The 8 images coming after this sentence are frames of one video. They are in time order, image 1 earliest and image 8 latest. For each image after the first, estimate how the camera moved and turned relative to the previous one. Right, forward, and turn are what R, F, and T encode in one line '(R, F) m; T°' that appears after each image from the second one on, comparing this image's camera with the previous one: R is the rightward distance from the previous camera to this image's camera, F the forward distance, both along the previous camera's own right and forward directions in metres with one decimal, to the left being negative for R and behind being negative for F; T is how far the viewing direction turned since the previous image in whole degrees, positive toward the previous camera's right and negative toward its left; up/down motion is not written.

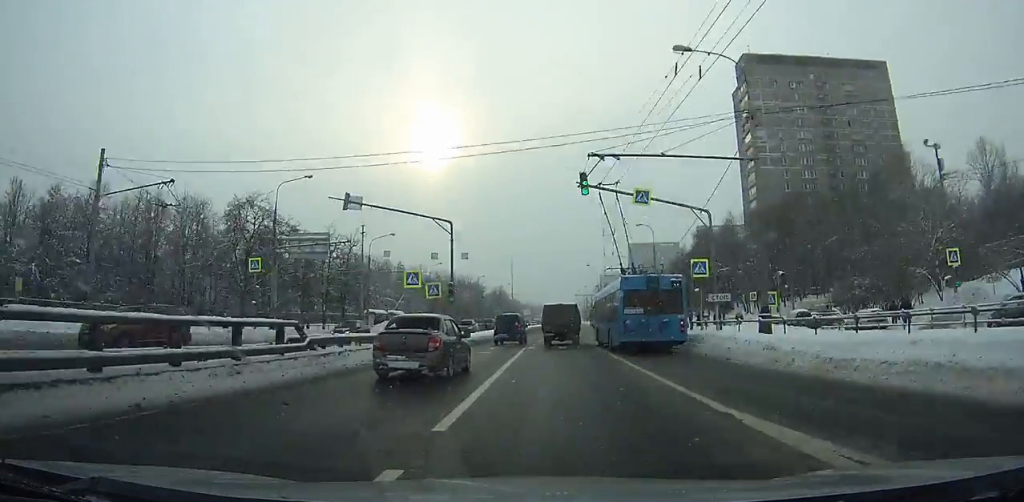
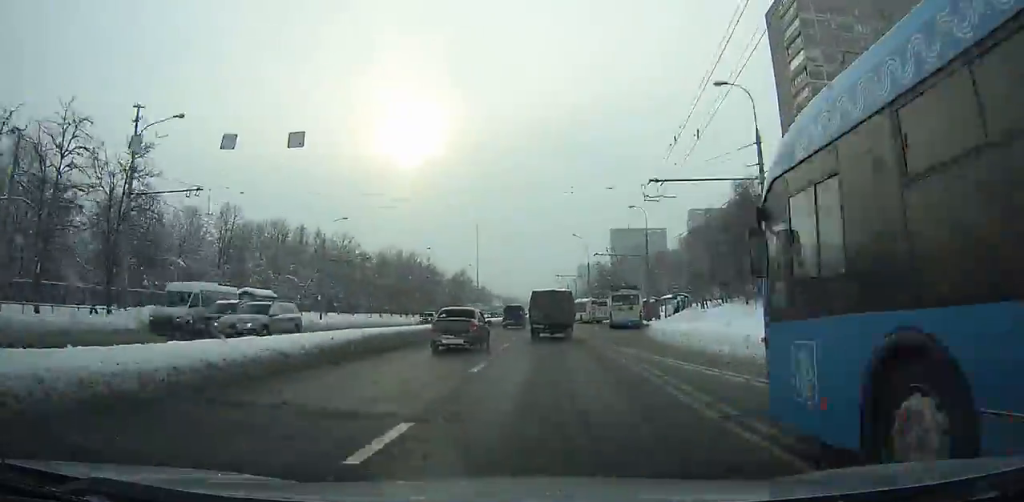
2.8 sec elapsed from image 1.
(+0.7, +35.2) m; +1°
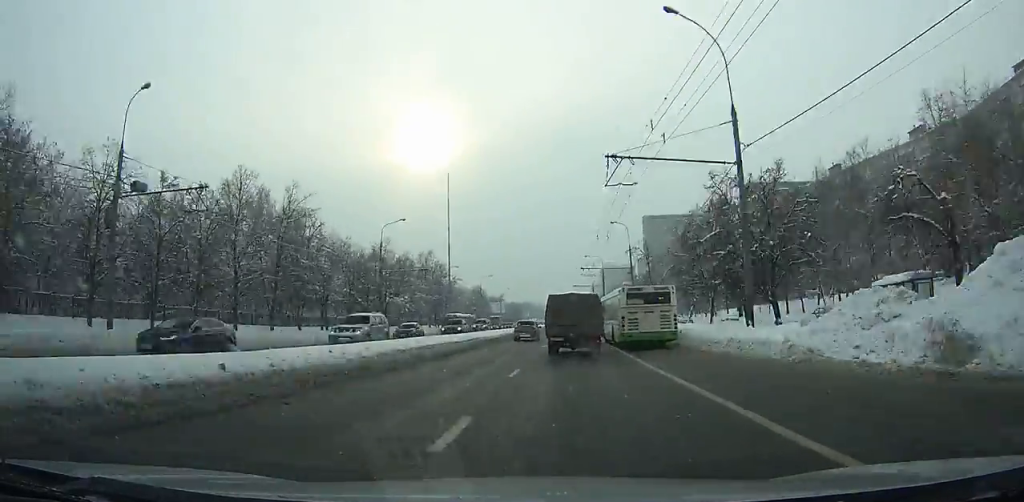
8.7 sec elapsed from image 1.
(-0.1, +75.4) m; -1°
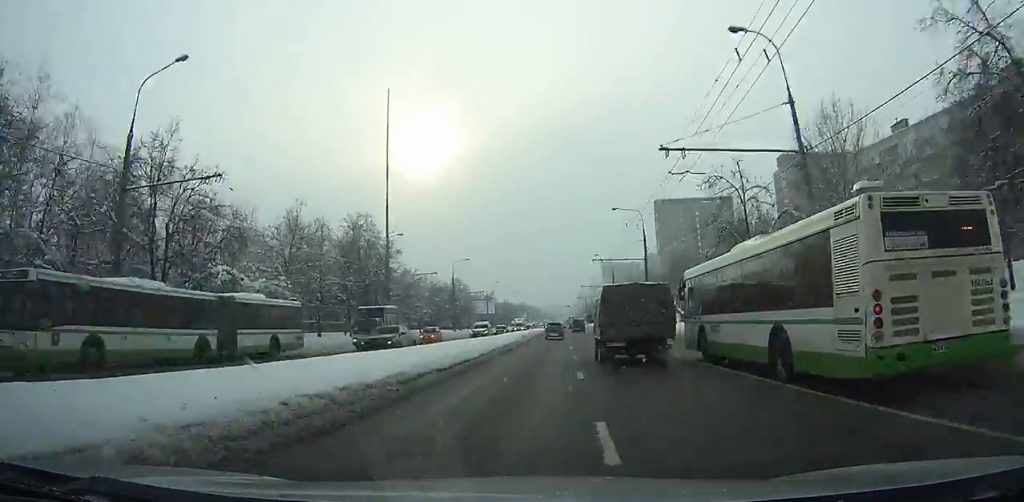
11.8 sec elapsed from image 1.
(-0.6, +43.5) m; 0°
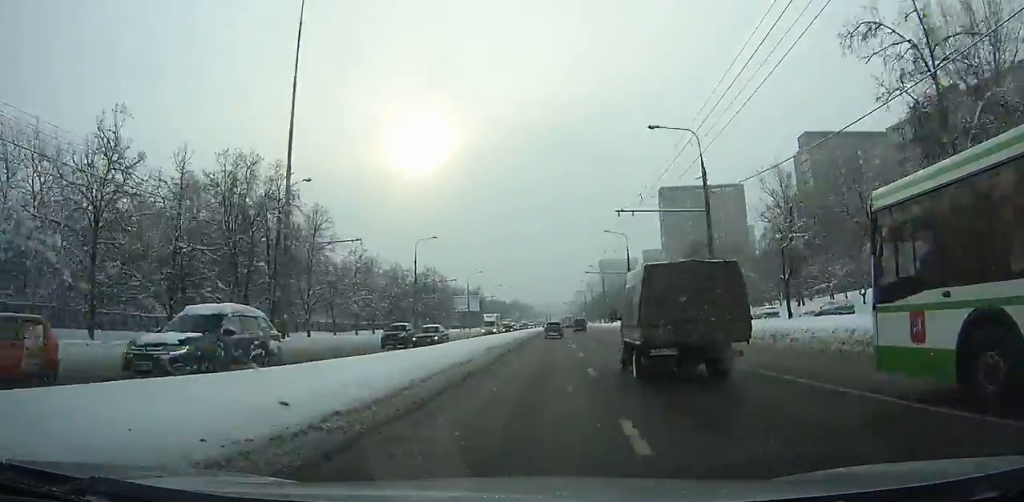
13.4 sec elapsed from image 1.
(+0.1, +24.4) m; +1°
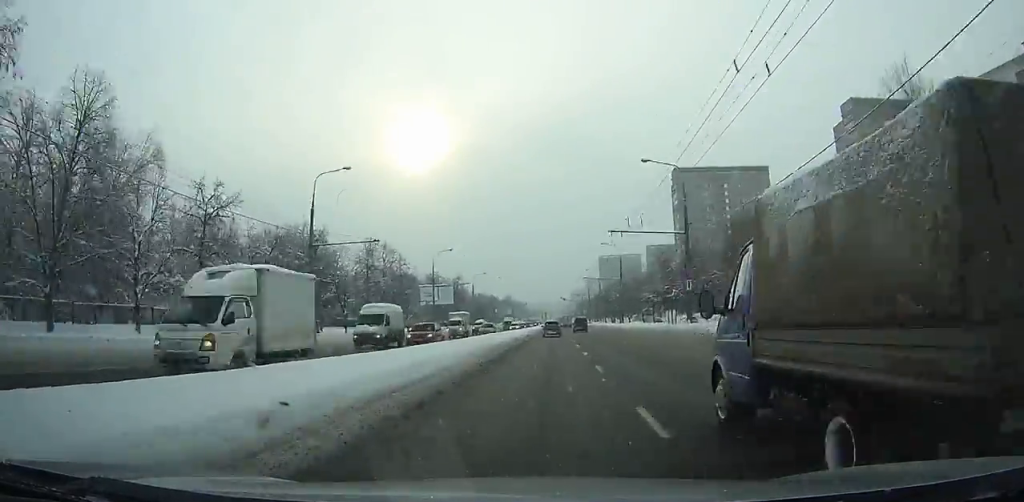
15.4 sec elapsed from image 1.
(+0.1, +31.0) m; +1°
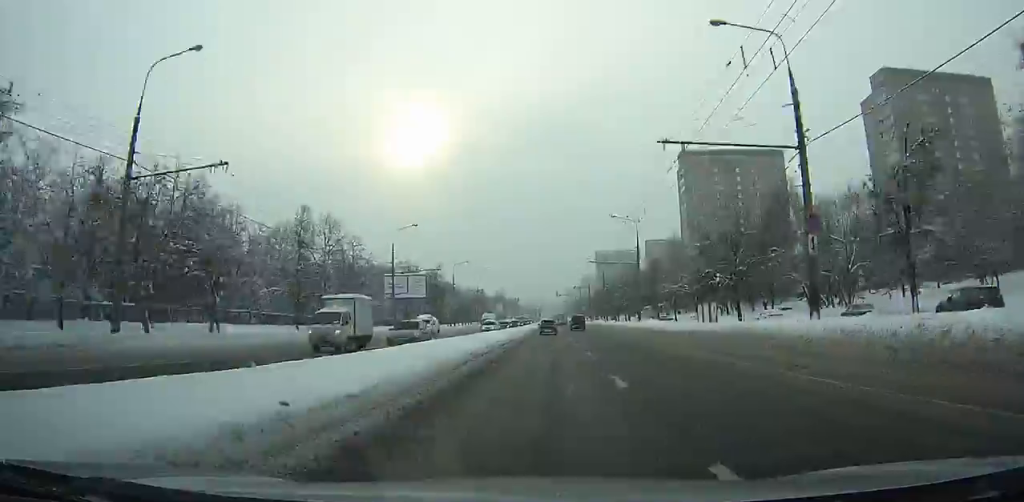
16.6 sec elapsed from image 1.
(+0.2, +19.3) m; 0°
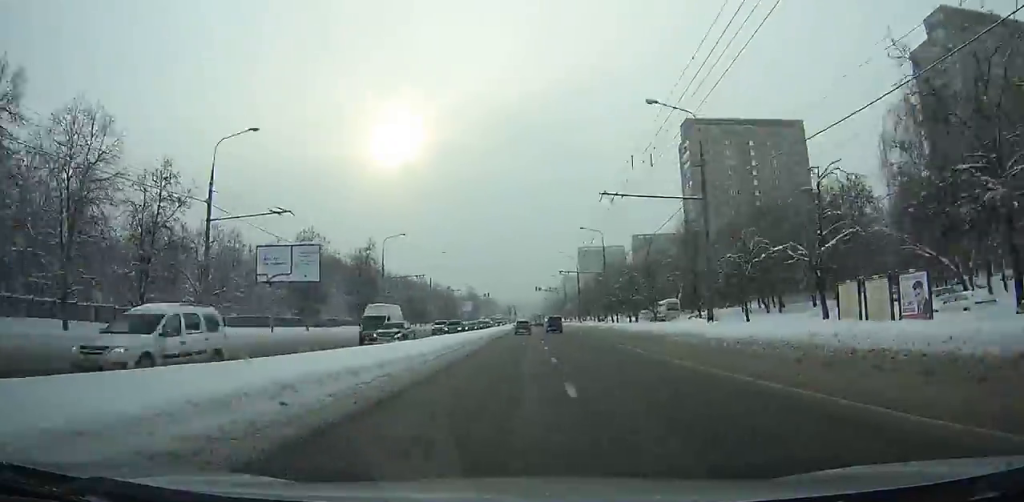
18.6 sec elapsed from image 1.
(+0.2, +32.4) m; 0°
